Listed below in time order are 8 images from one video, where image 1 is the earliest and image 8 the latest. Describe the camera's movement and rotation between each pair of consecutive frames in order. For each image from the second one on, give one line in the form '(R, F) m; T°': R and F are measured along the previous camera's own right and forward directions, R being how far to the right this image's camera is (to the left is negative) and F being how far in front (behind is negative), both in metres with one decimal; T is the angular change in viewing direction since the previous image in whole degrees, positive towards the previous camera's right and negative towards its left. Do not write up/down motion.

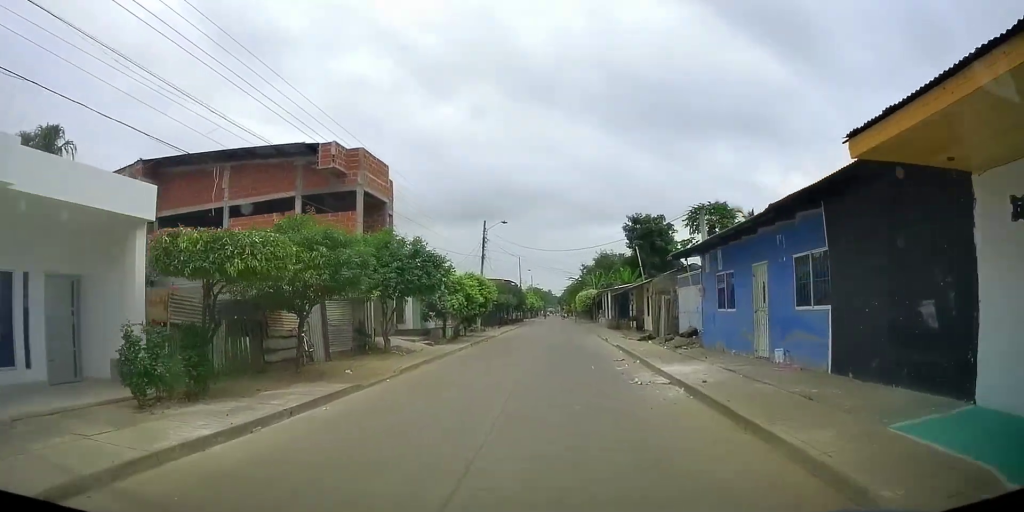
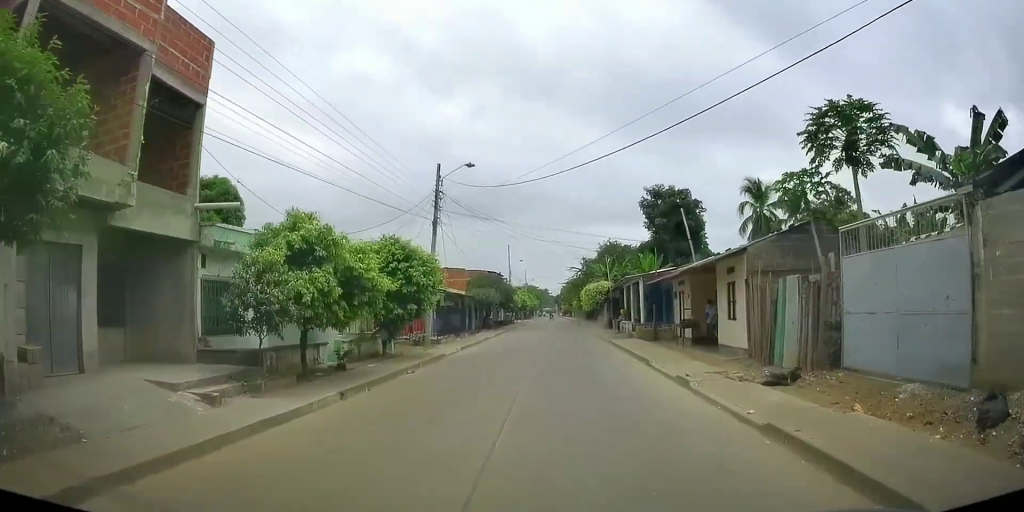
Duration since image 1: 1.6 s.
(-0.3, +15.4) m; -3°
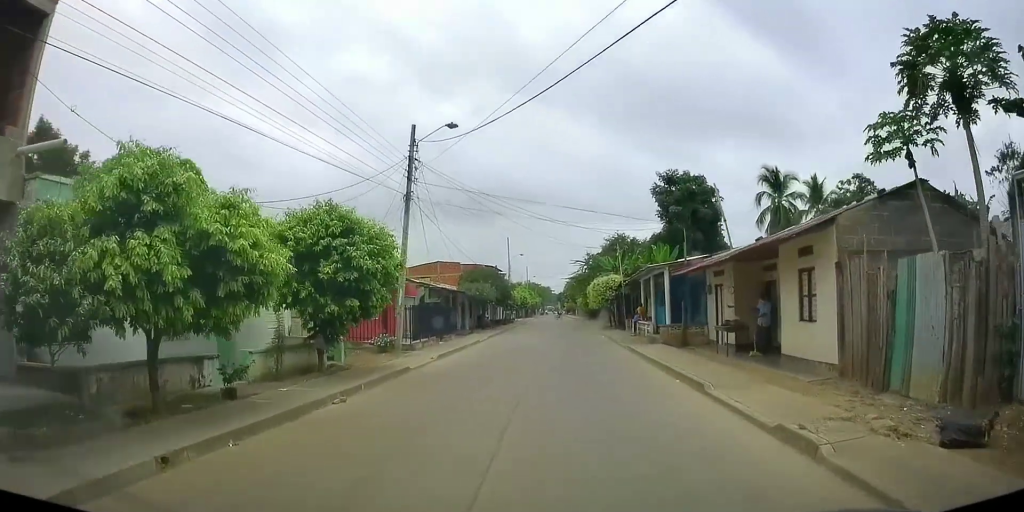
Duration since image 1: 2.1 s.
(-0.1, +5.1) m; +1°
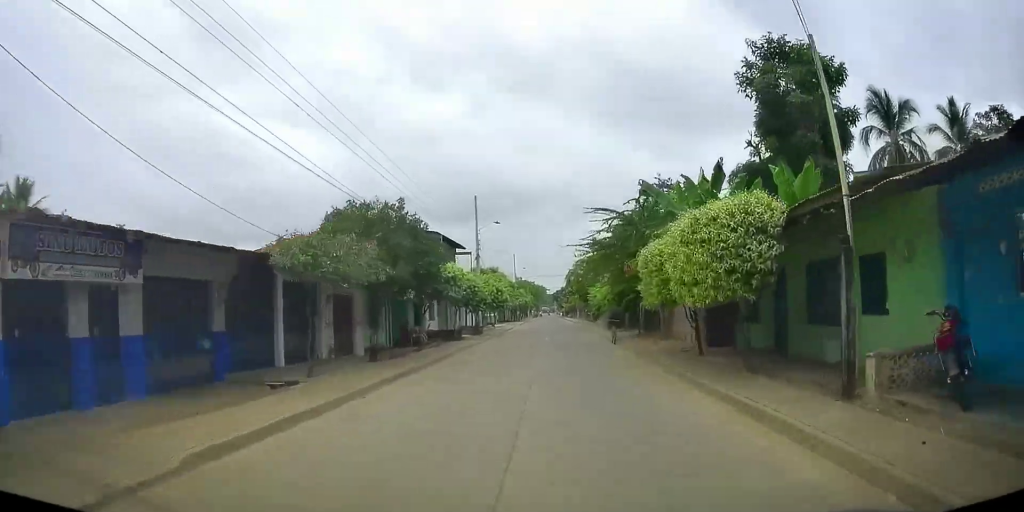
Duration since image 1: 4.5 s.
(+0.2, +25.2) m; +1°
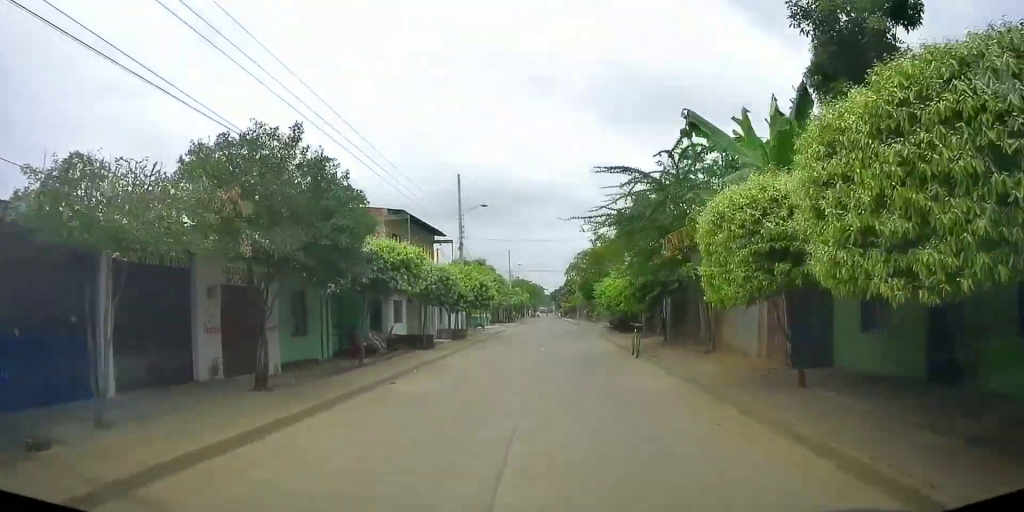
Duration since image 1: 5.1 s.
(+0.4, +6.7) m; 0°
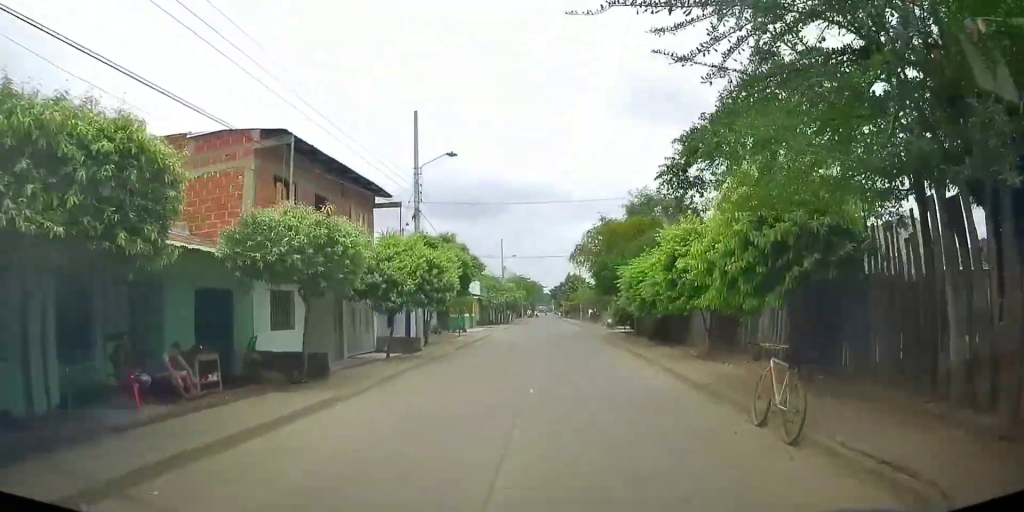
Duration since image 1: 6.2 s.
(-0.2, +11.4) m; 0°
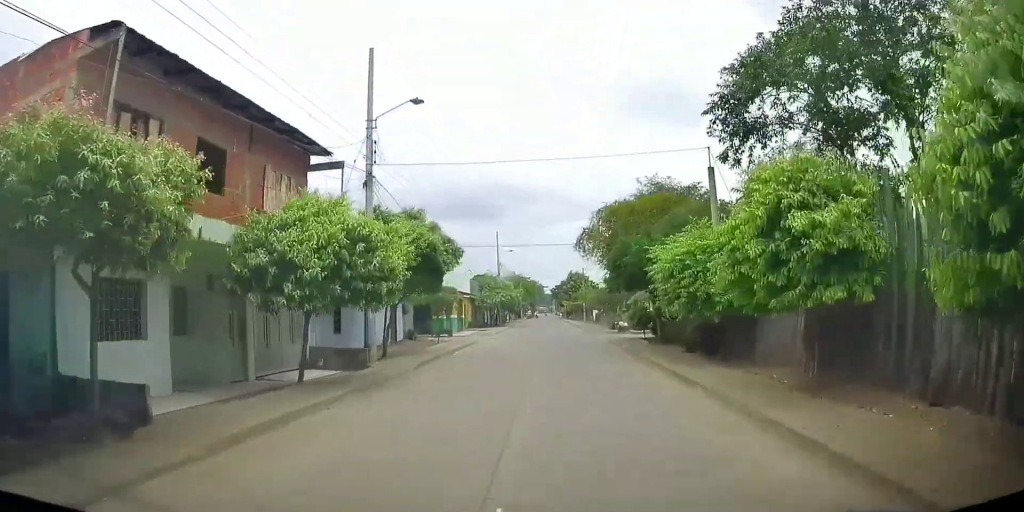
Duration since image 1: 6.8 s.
(0.0, +6.5) m; +1°
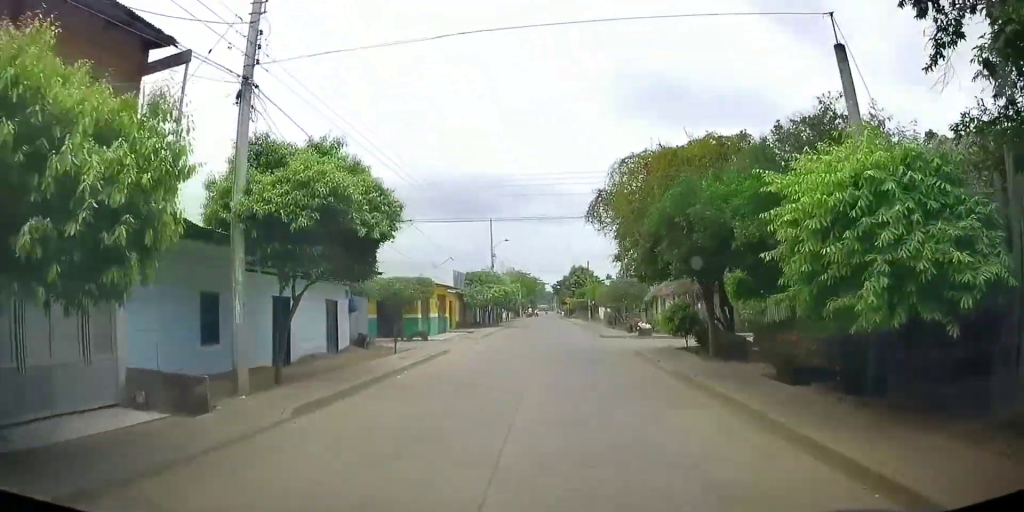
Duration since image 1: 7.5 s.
(+0.3, +7.9) m; +2°
